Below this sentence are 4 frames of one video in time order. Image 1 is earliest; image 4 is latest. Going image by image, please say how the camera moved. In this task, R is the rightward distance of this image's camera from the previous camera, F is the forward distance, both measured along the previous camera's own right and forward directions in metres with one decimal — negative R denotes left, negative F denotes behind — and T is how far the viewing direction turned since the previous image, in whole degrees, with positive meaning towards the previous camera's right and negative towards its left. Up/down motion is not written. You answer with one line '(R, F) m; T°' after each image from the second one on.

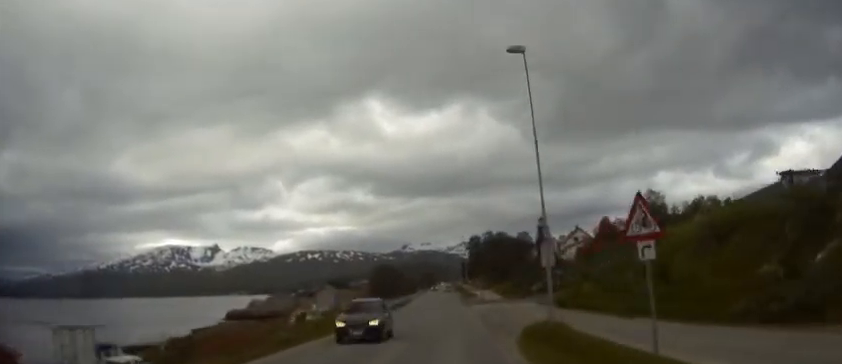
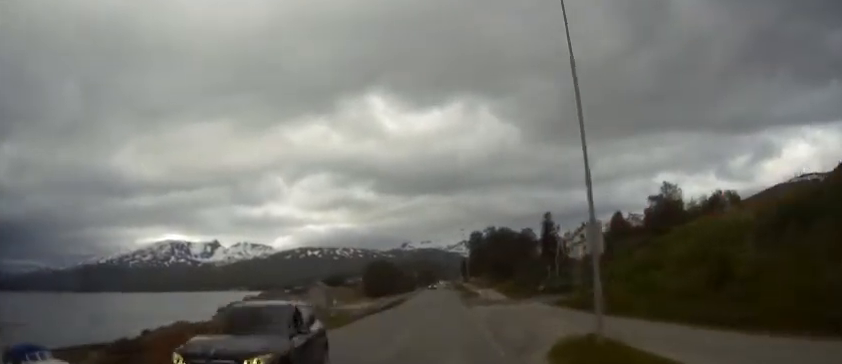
(0.0, +6.7) m; +1°
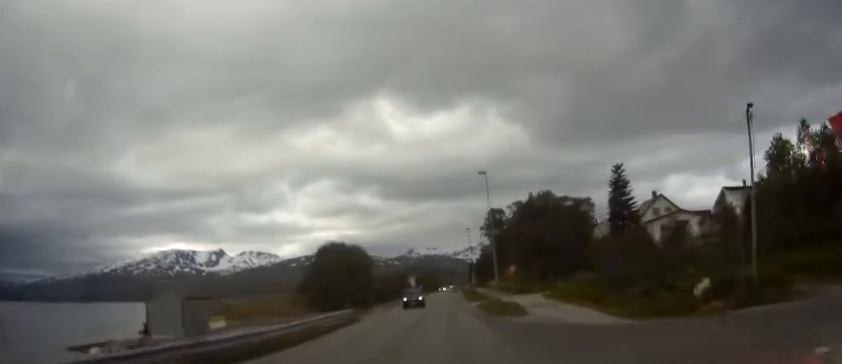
(+0.2, +47.8) m; 0°
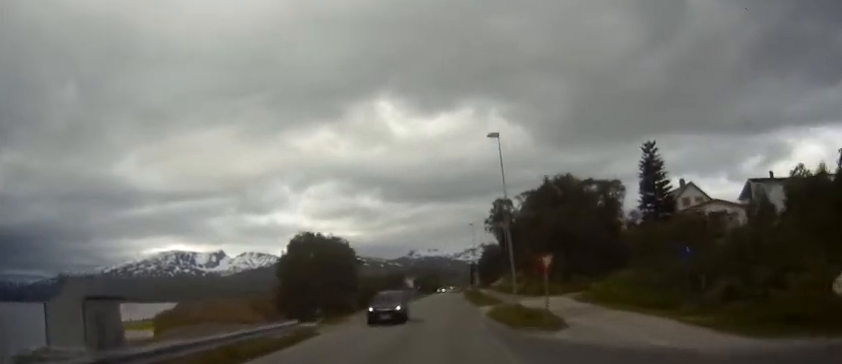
(-0.1, +11.8) m; 0°
